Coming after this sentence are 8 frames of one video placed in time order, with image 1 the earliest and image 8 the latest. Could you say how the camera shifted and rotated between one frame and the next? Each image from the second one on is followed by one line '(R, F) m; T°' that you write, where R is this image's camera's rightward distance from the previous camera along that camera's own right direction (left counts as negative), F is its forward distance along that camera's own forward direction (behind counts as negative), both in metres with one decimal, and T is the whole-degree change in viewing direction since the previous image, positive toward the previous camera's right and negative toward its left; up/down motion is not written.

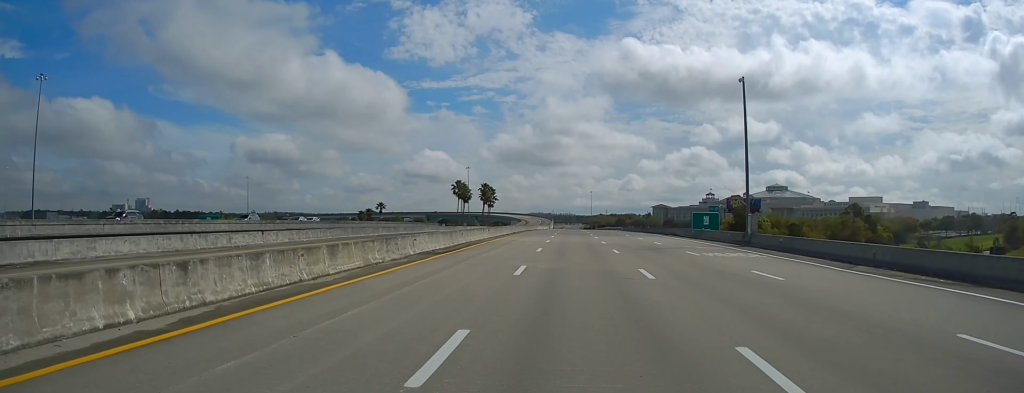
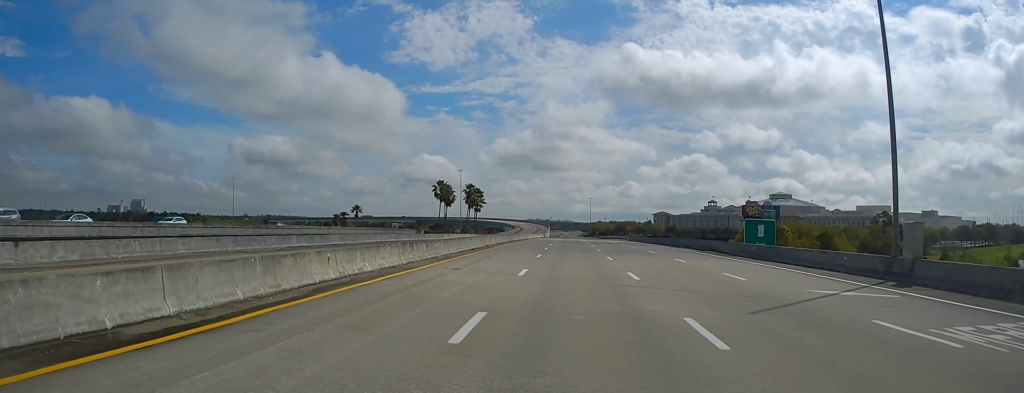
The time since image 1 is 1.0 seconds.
(+0.1, +21.3) m; 0°
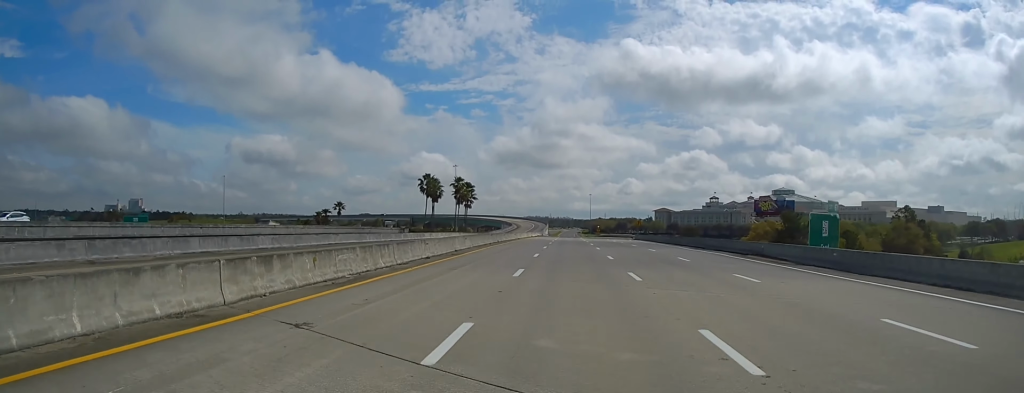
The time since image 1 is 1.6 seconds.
(0.0, +13.2) m; 0°
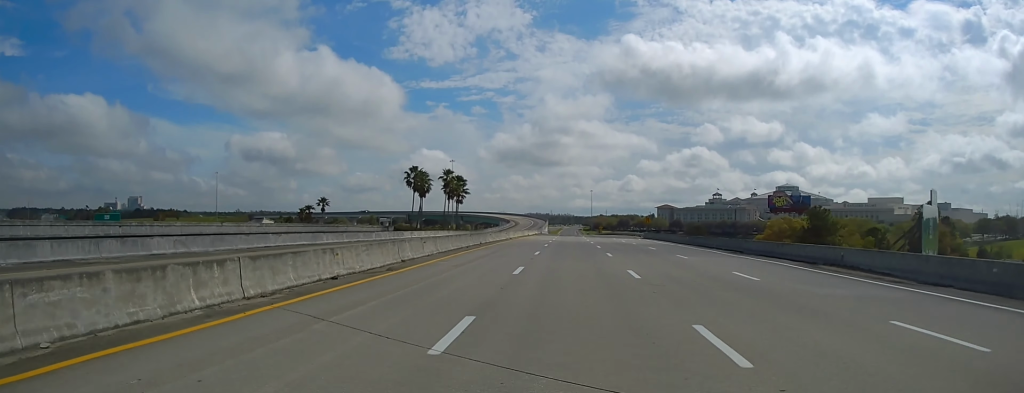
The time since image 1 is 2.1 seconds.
(-0.1, +11.8) m; 0°
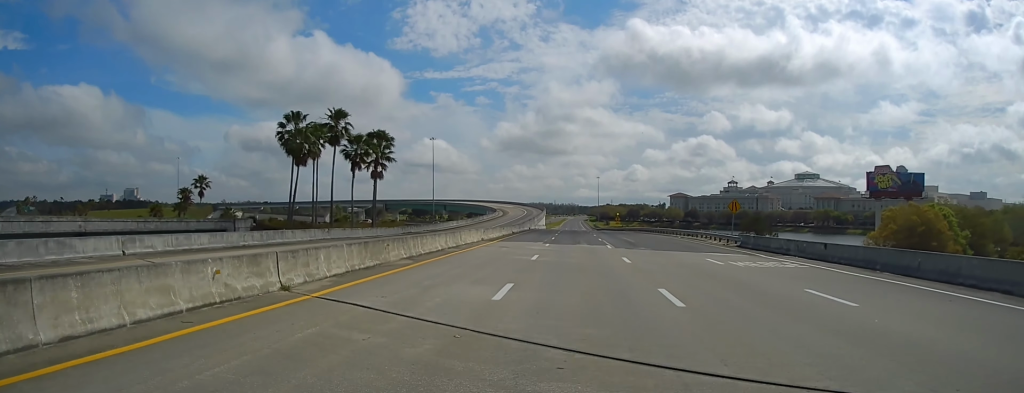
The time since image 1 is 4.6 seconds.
(+0.3, +55.5) m; 0°
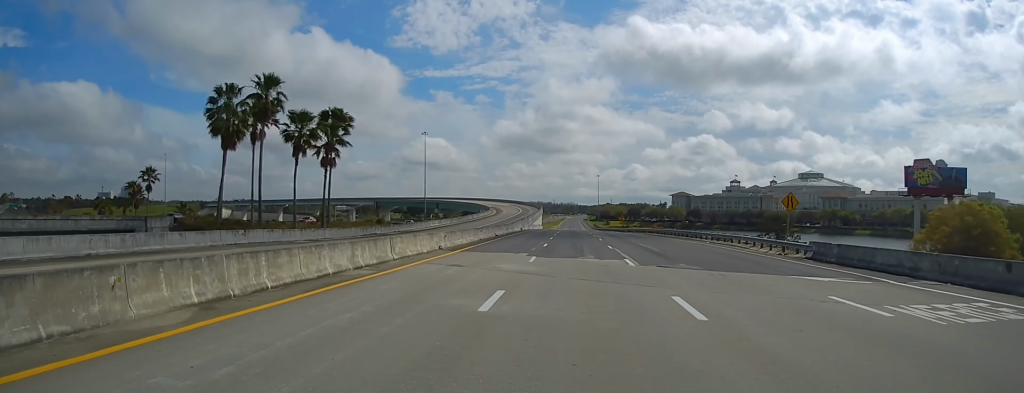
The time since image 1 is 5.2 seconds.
(-0.1, +14.1) m; 0°
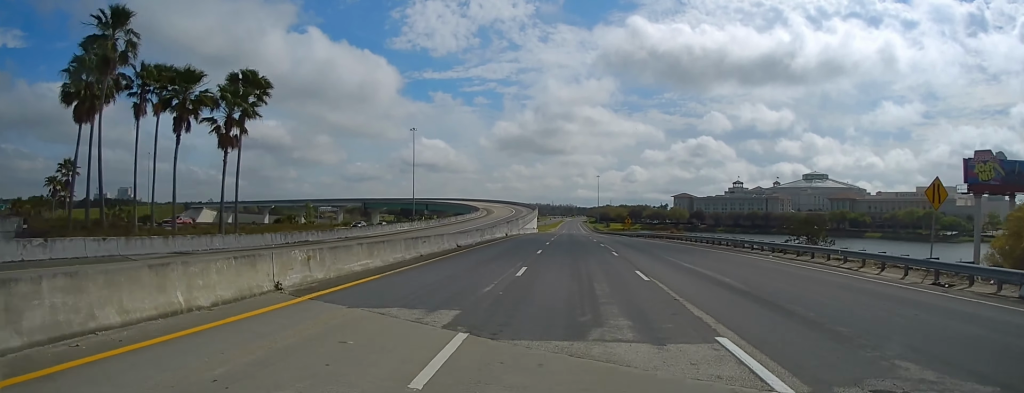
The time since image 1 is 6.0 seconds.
(+0.1, +17.0) m; 0°
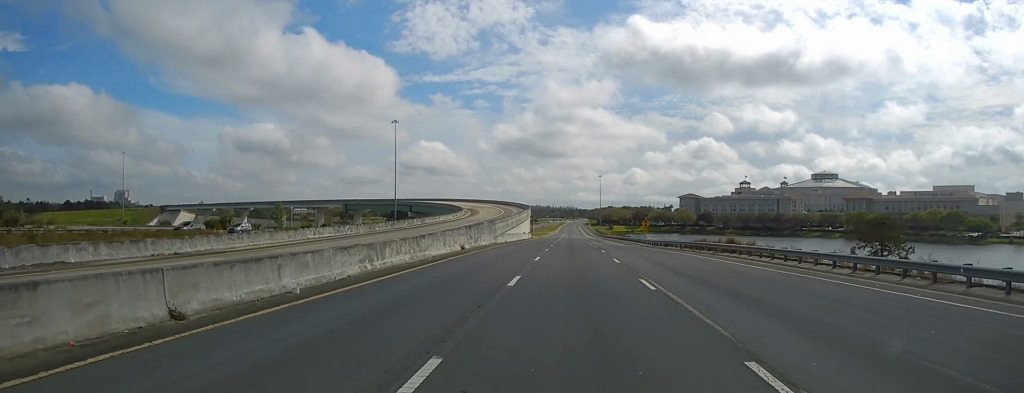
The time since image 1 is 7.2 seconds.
(-0.1, +25.9) m; 0°
